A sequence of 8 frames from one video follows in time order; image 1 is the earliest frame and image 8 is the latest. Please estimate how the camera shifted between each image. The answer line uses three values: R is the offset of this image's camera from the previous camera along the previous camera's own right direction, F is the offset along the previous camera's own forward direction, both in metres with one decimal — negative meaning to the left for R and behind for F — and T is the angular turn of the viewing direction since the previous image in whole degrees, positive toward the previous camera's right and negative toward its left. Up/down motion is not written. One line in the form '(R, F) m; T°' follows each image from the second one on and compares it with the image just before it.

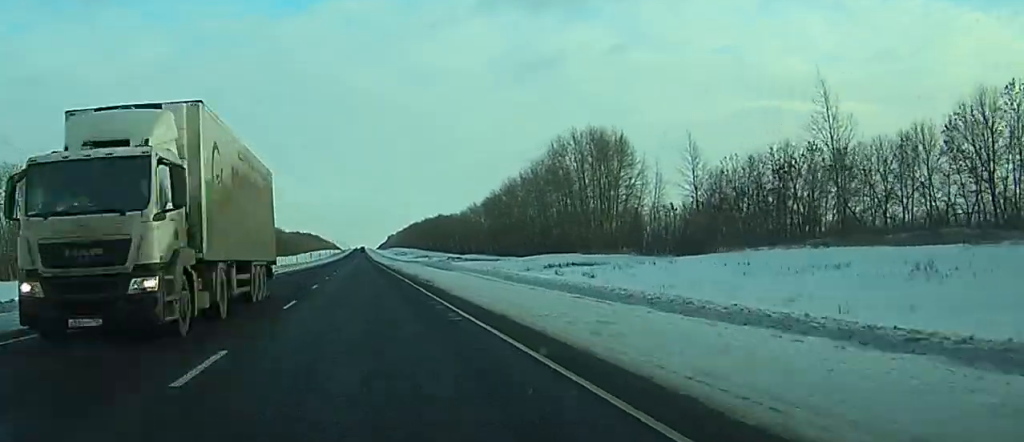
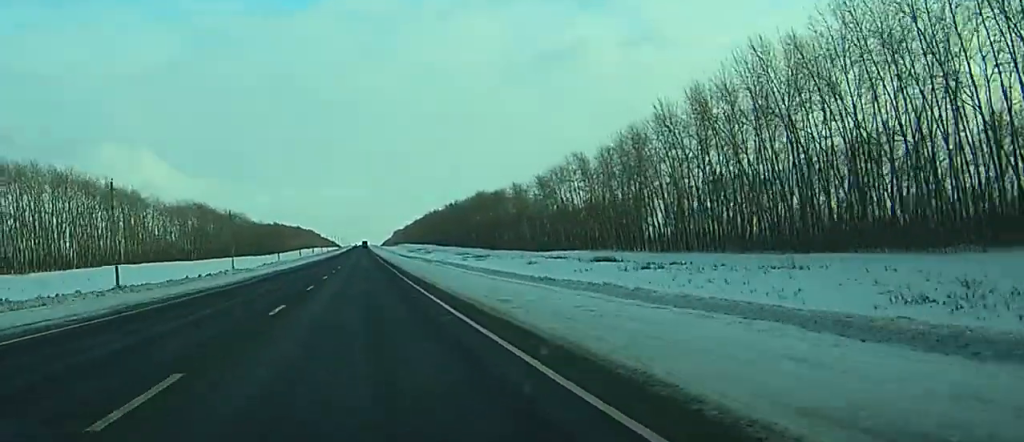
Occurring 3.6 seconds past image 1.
(-0.8, +133.7) m; -1°
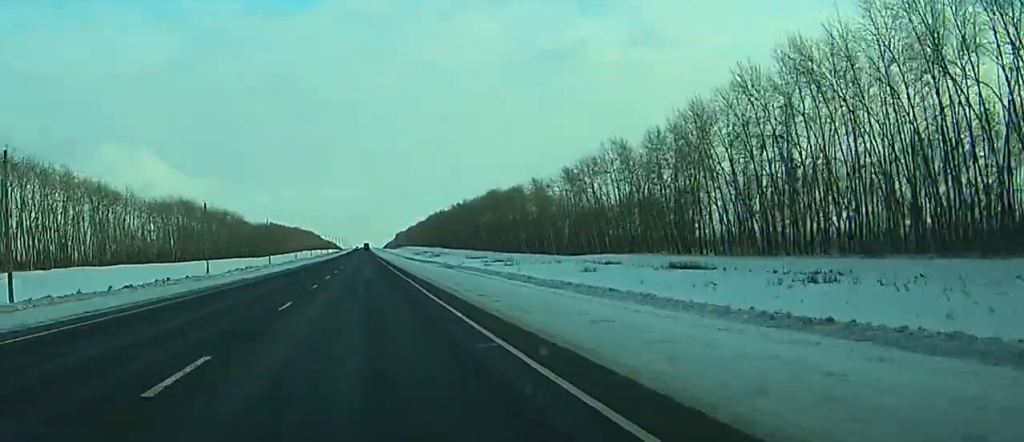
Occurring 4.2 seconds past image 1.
(-0.1, +22.3) m; 0°
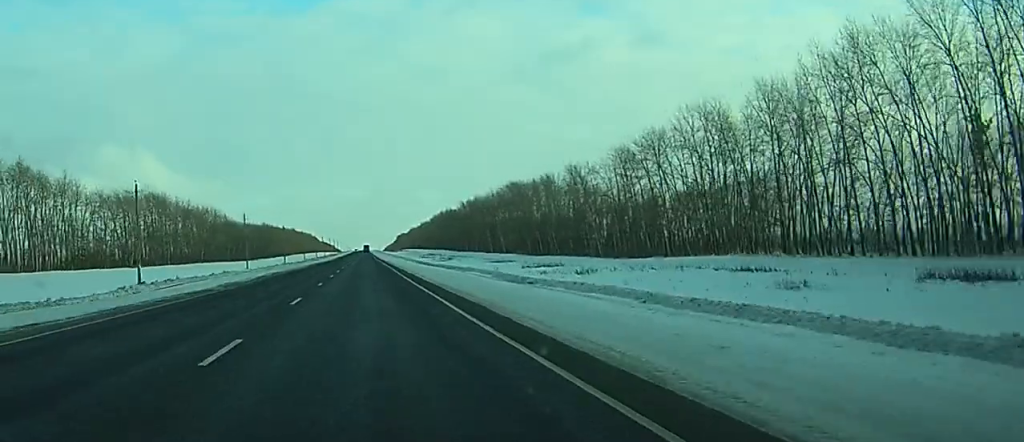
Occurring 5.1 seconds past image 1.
(0.0, +33.5) m; 0°
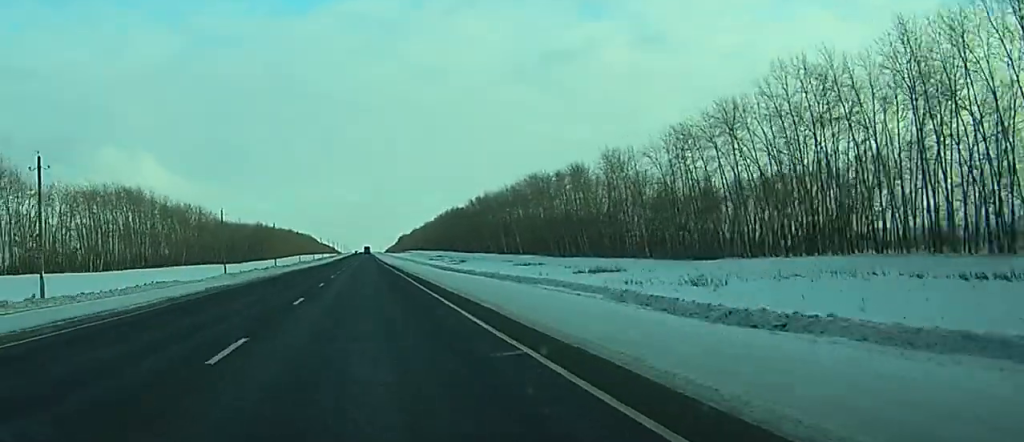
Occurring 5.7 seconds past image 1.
(0.0, +23.7) m; 0°
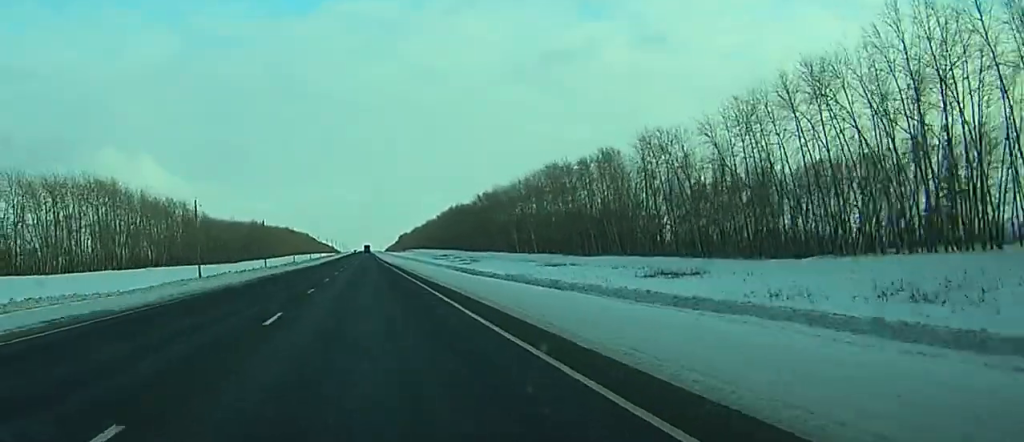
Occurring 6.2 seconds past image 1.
(-0.1, +18.8) m; 0°
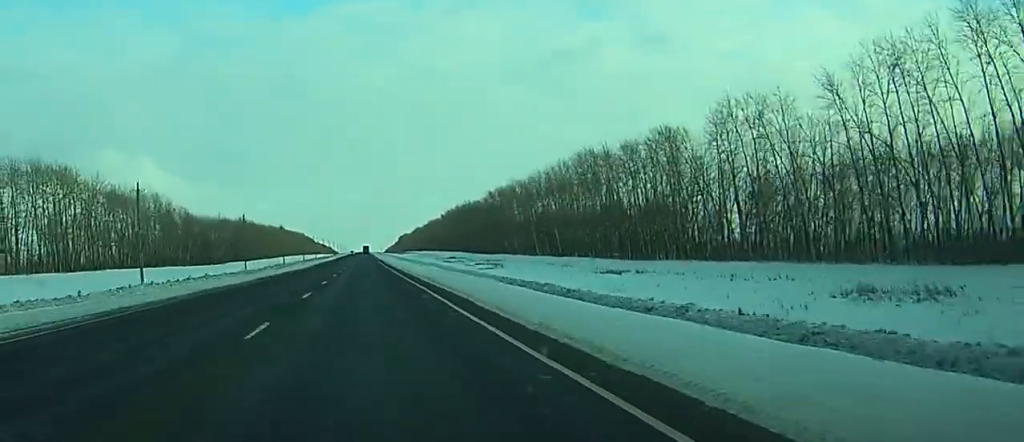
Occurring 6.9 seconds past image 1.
(+0.1, +26.4) m; 0°
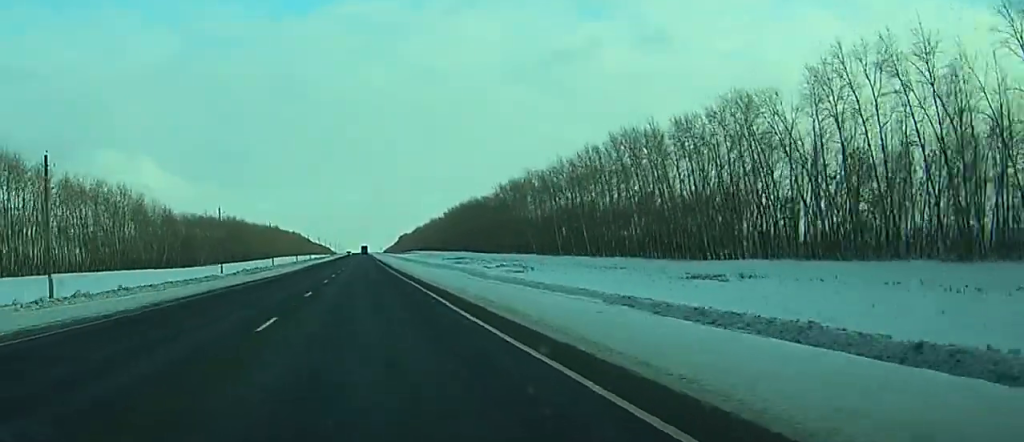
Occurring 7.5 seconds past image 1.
(+0.1, +22.7) m; 0°
